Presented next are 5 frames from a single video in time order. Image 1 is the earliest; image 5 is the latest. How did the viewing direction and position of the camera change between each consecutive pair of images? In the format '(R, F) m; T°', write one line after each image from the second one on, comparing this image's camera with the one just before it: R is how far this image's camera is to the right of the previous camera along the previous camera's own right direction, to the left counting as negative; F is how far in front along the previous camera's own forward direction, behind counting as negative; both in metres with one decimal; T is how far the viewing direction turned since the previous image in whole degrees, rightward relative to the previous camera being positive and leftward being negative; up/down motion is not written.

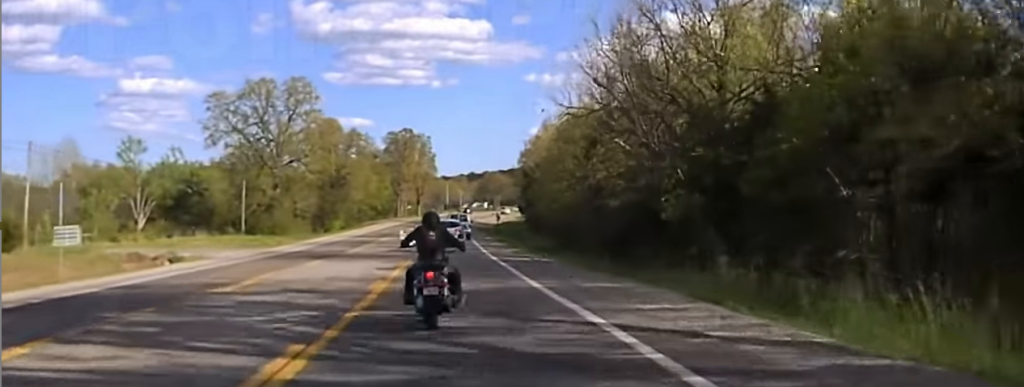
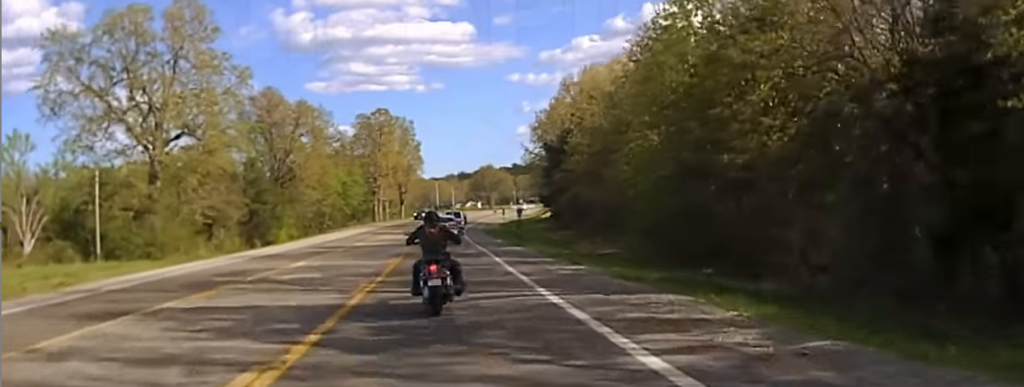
(0.0, +38.4) m; 0°
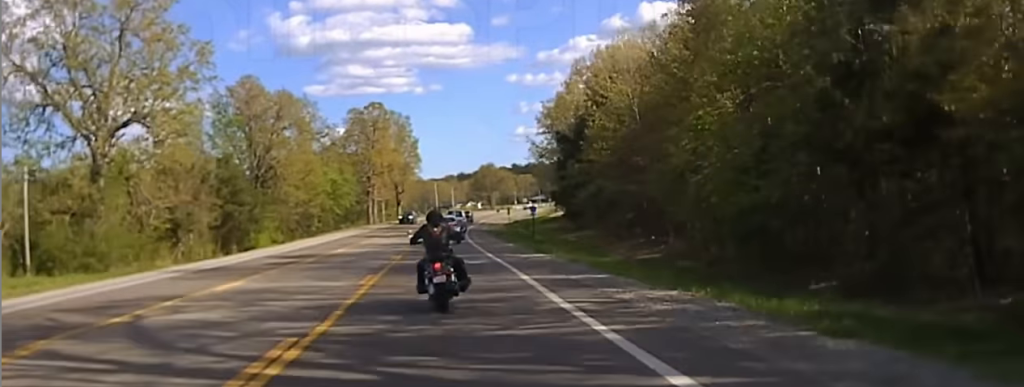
(0.0, +10.0) m; 0°
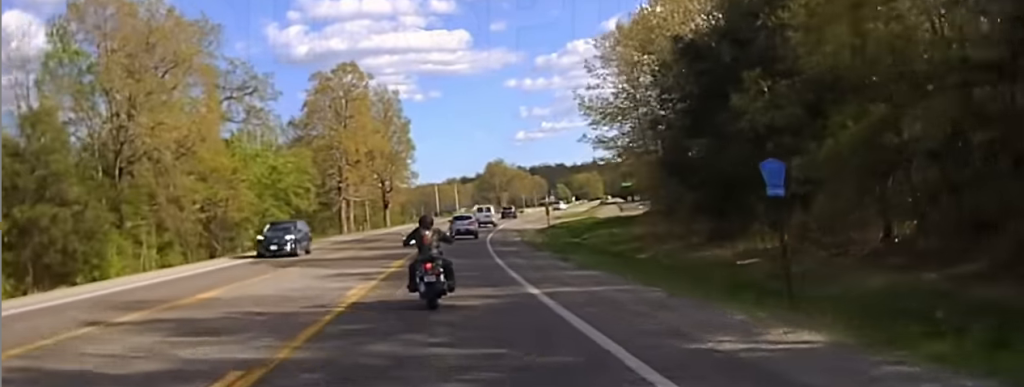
(0.0, +36.9) m; 0°
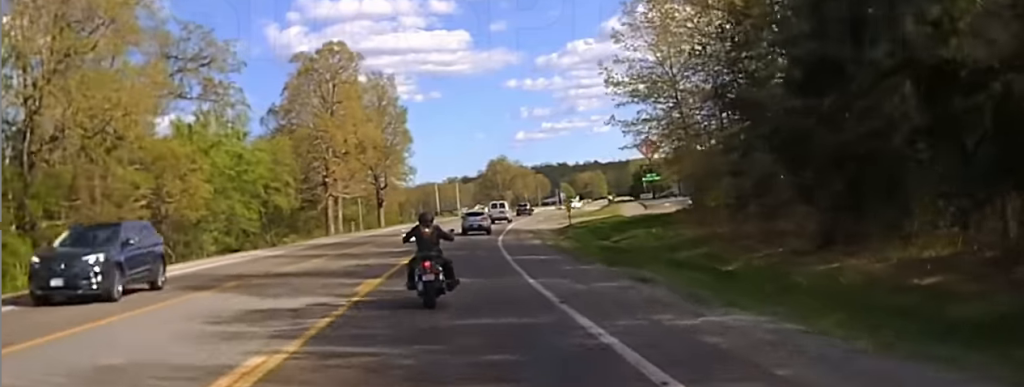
(0.0, +11.3) m; 0°
